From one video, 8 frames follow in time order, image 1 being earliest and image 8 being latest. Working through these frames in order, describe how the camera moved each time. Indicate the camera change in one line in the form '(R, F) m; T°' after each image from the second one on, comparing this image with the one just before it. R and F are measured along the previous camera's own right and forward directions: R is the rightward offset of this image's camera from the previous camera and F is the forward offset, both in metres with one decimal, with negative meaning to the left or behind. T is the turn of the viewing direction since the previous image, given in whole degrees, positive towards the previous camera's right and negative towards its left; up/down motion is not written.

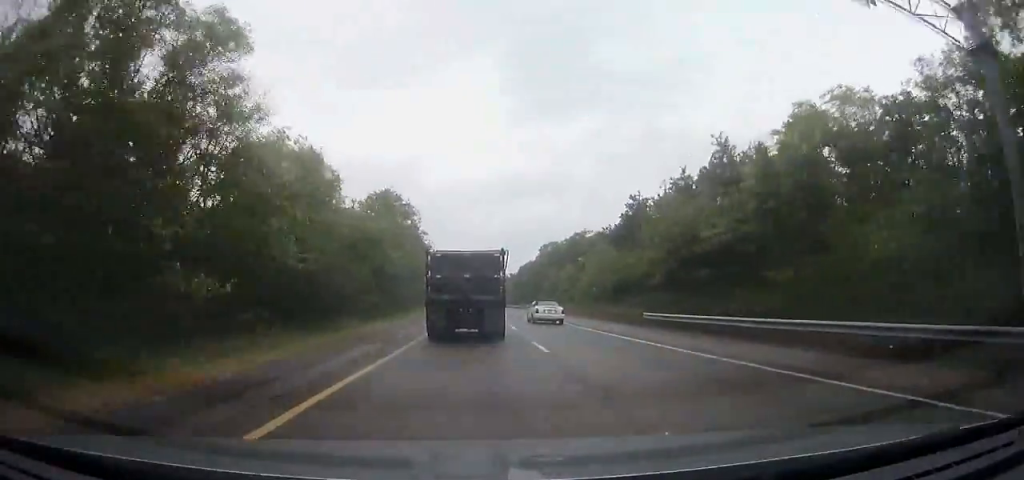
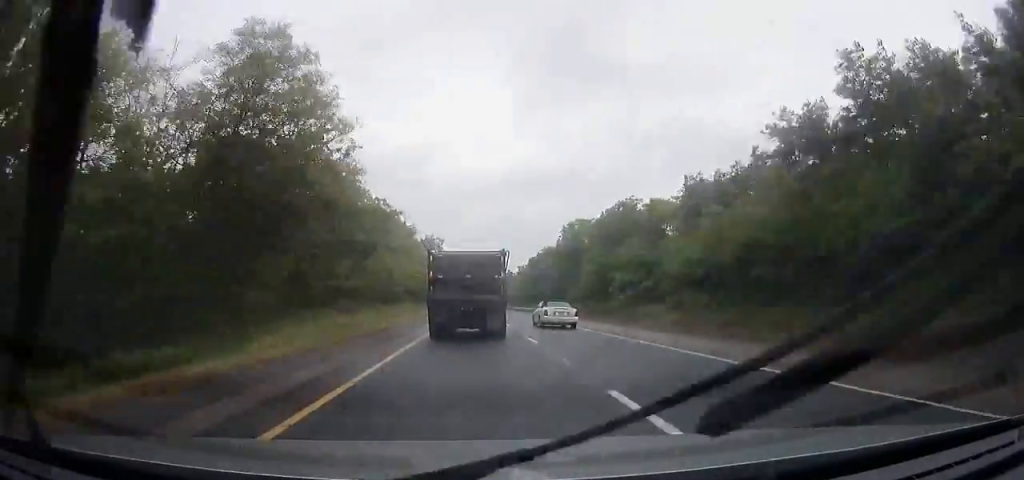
(0.0, +33.9) m; 0°
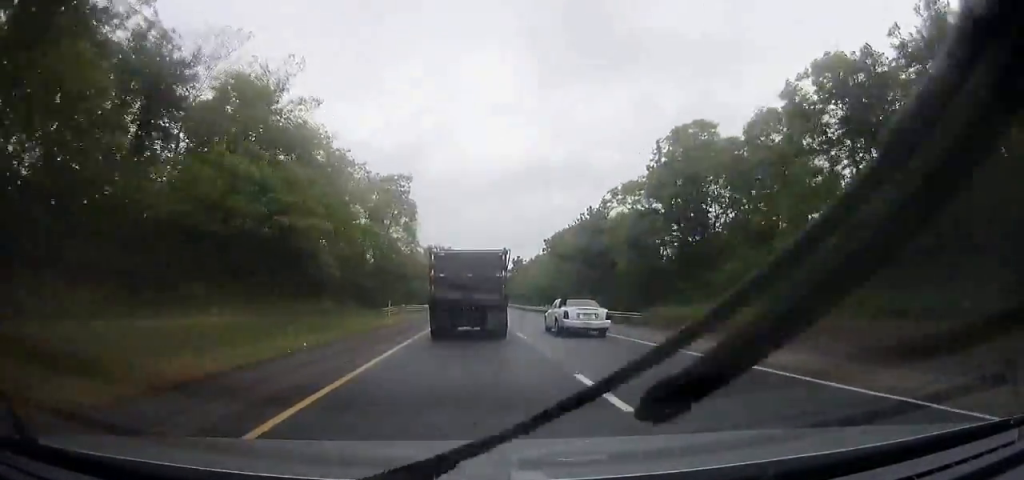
(+0.1, +47.2) m; 0°
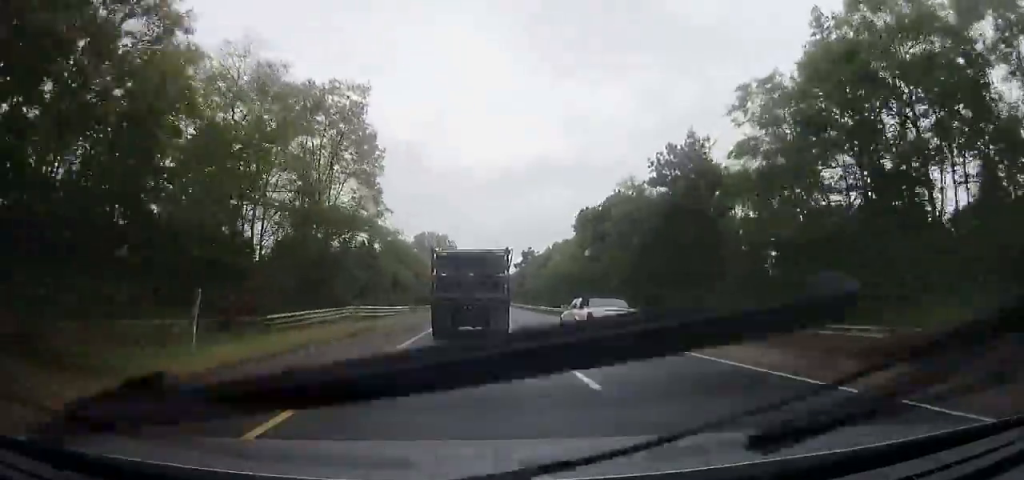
(0.0, +22.8) m; 0°
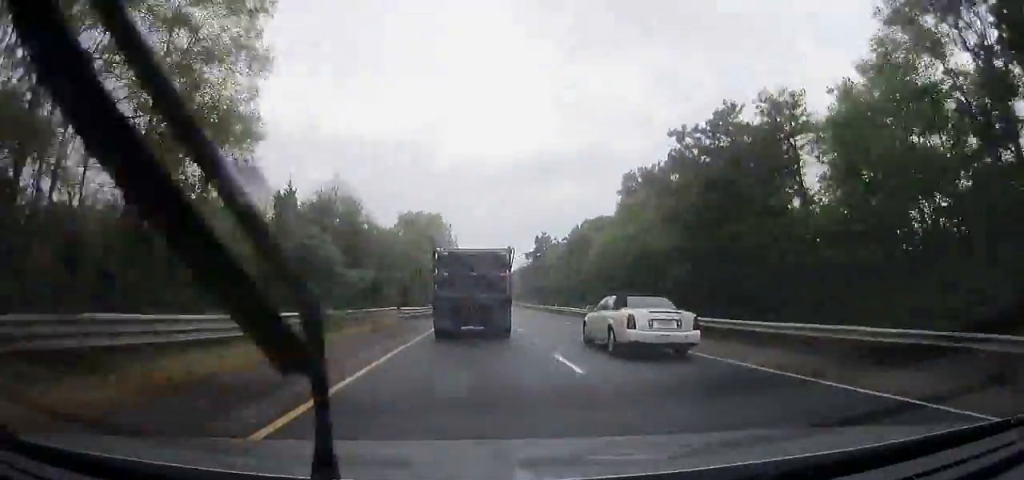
(0.0, +22.8) m; 0°
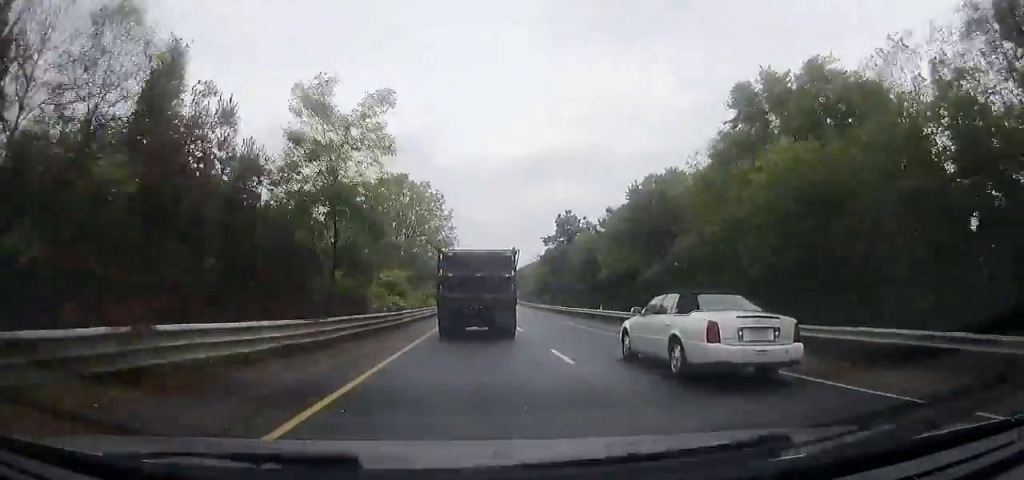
(0.0, +22.8) m; 0°
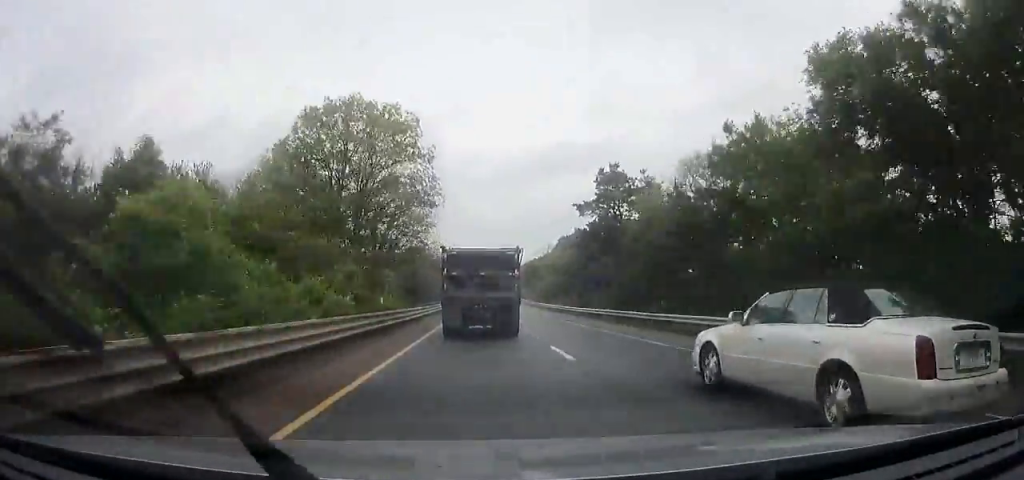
(-0.1, +24.0) m; 0°
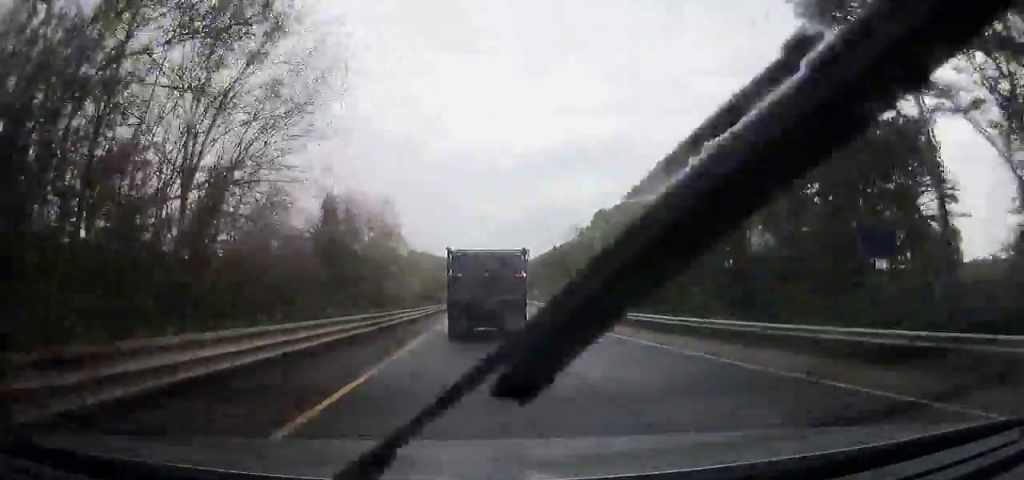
(+0.1, +34.2) m; 0°
